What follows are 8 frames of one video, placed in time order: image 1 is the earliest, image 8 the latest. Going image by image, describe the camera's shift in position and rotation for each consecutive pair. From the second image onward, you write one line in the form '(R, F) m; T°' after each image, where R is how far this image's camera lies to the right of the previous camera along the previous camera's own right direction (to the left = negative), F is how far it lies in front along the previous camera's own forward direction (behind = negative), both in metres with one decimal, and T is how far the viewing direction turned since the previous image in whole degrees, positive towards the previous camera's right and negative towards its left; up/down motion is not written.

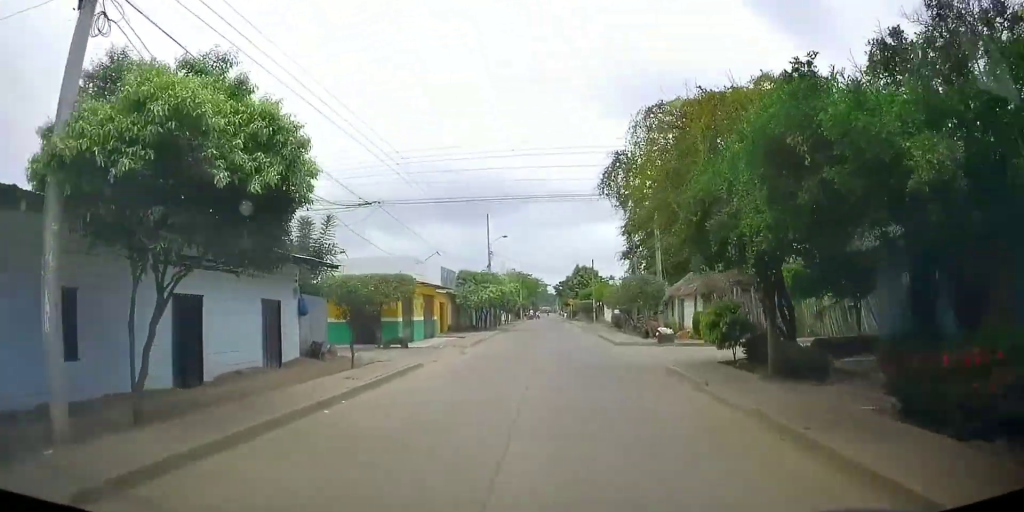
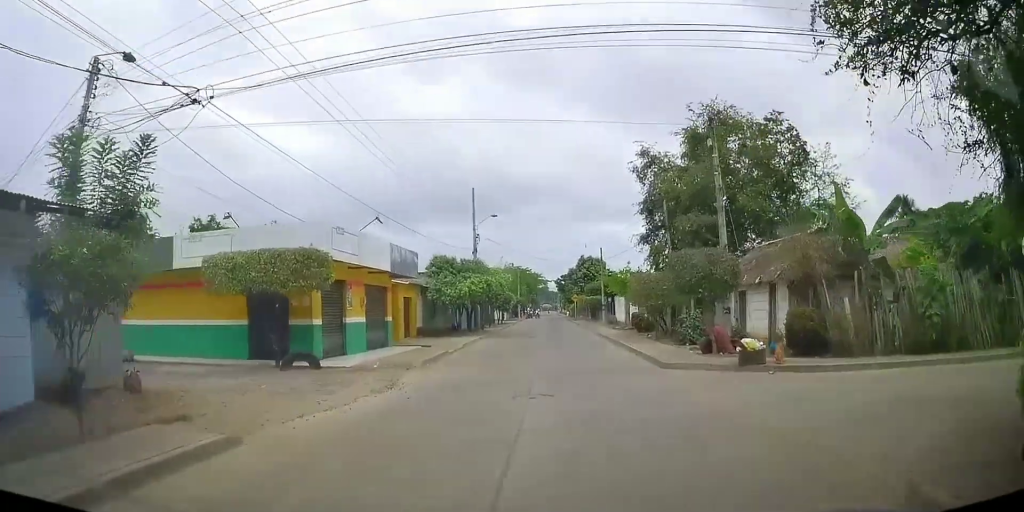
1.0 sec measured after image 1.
(-0.2, +9.9) m; -3°
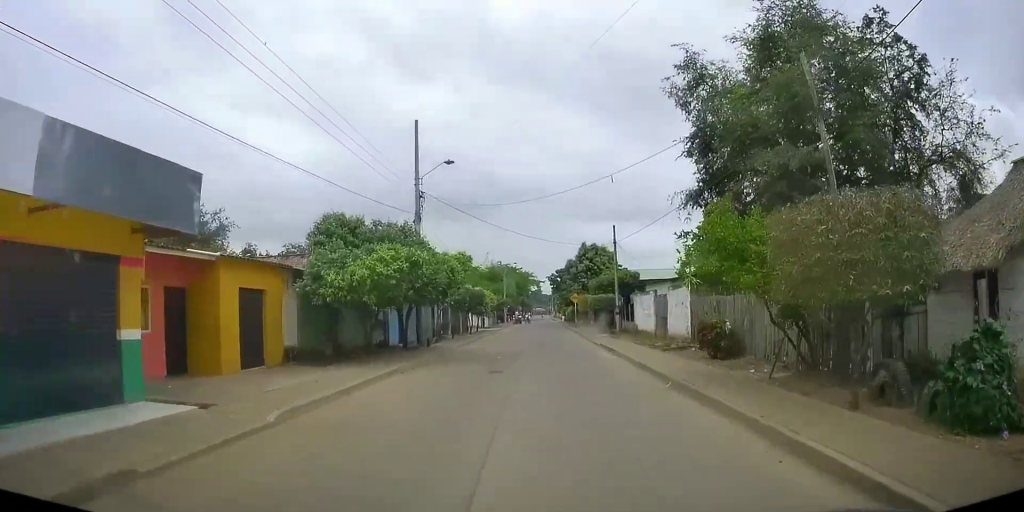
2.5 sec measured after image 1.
(-0.5, +15.3) m; +1°
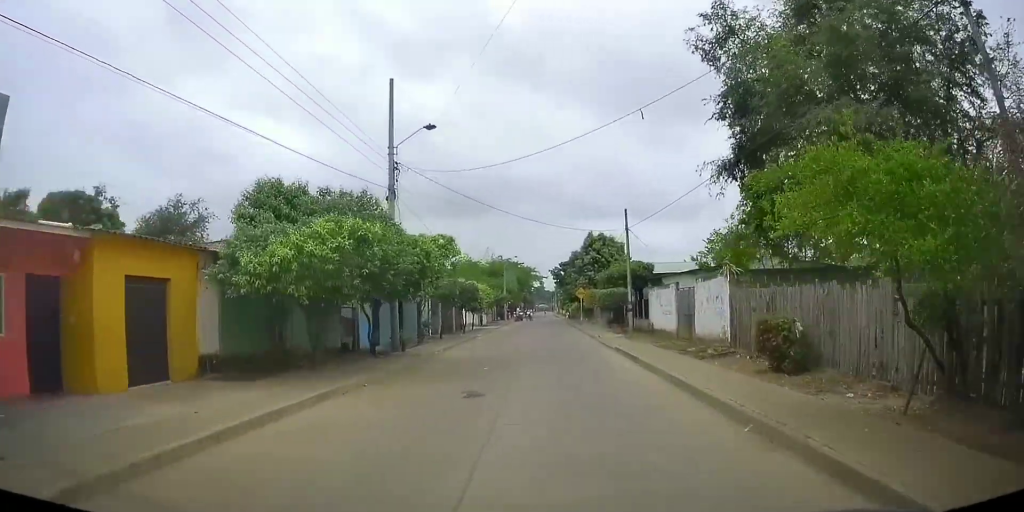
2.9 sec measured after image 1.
(+0.2, +4.4) m; 0°
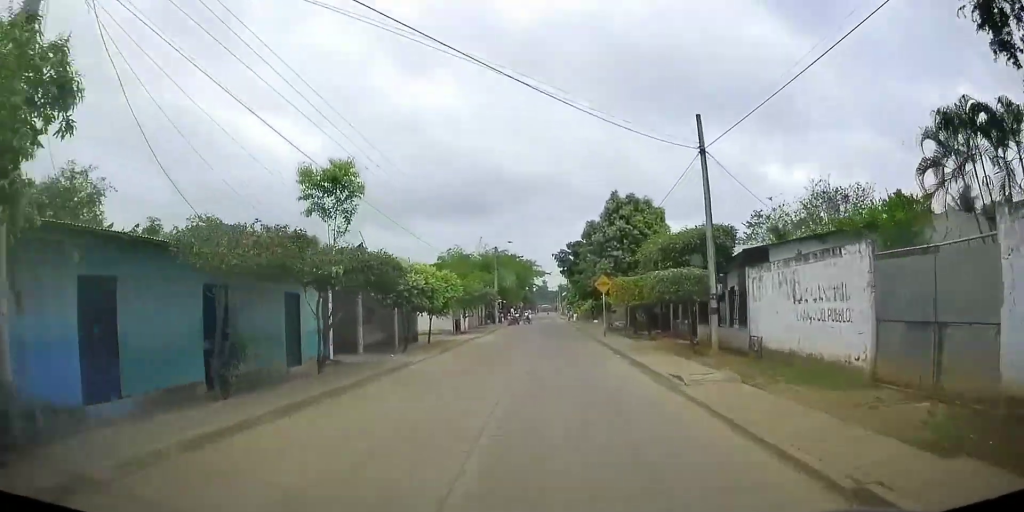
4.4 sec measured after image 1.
(-0.1, +15.0) m; 0°
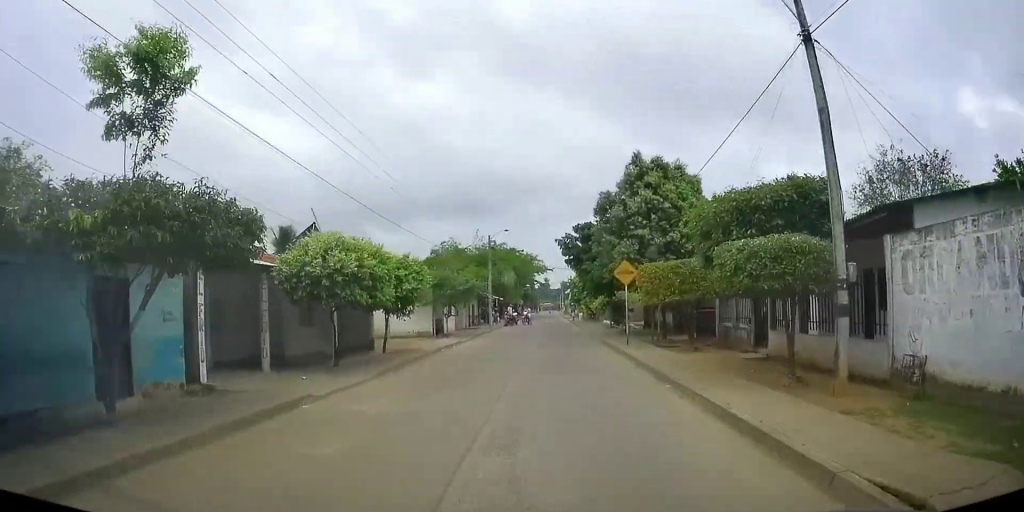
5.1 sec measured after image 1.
(+0.2, +7.0) m; 0°
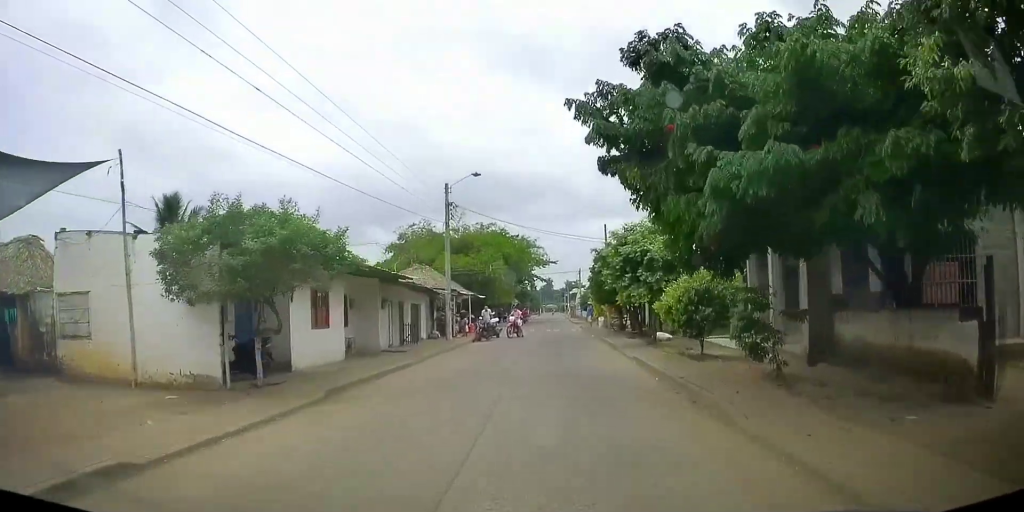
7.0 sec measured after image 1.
(-0.7, +20.9) m; -3°
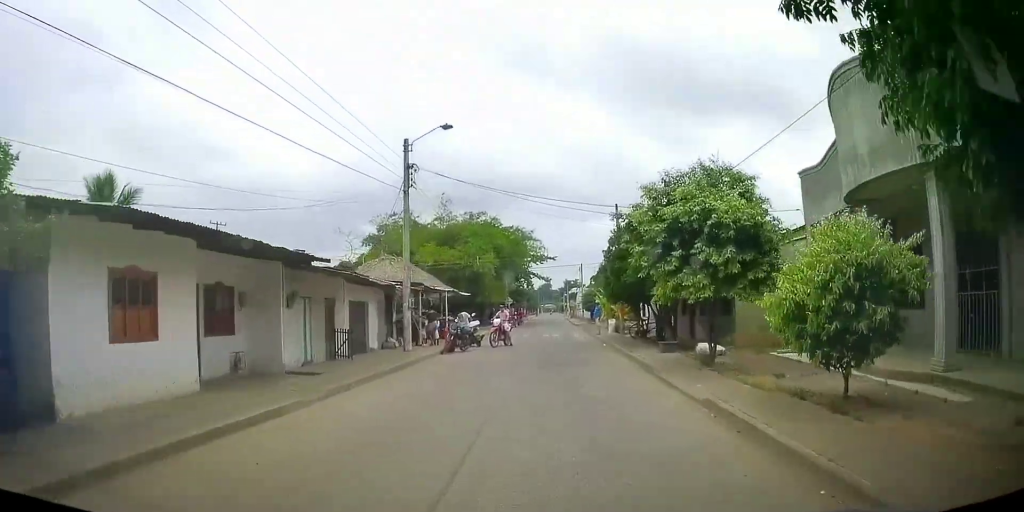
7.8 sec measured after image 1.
(0.0, +7.9) m; 0°
